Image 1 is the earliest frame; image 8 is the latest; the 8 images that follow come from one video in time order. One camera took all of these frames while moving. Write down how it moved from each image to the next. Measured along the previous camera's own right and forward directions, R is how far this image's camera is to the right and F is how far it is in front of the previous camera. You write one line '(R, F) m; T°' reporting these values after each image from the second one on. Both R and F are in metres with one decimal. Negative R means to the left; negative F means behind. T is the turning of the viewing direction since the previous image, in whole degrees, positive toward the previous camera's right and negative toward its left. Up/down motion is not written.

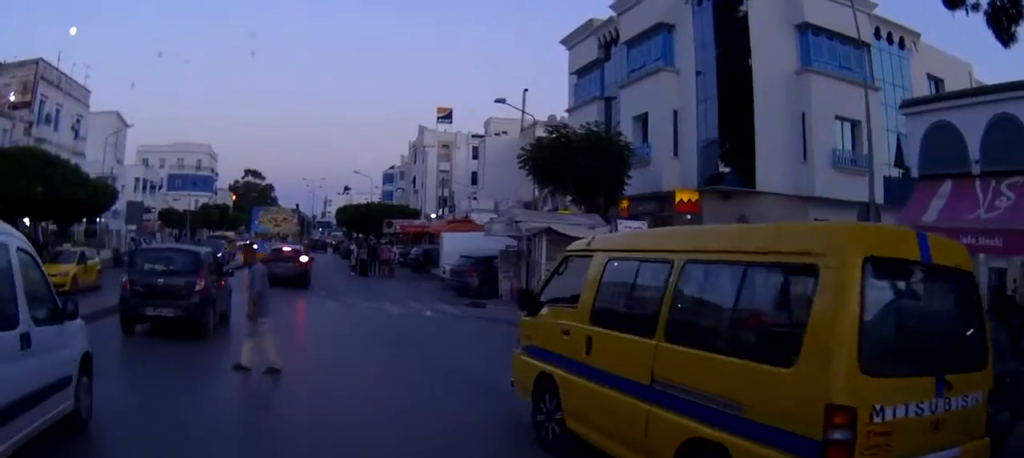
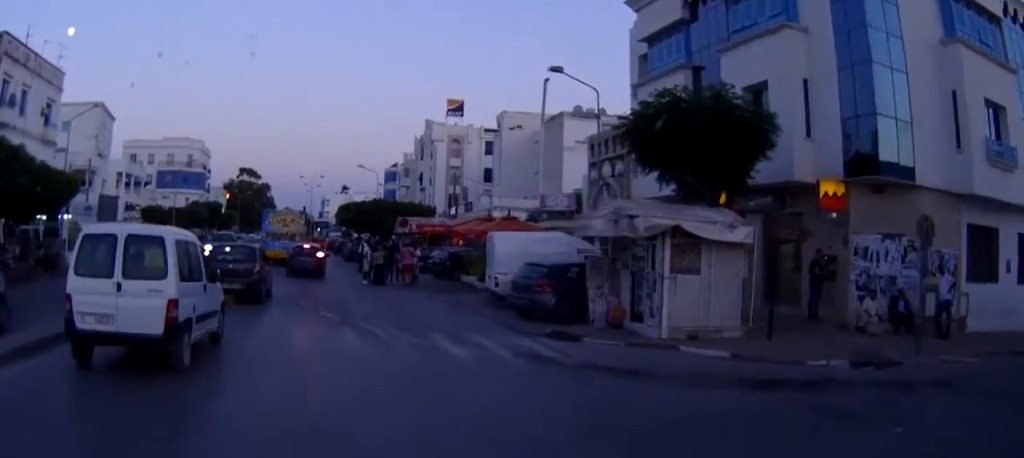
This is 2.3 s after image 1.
(+0.1, +7.4) m; +2°
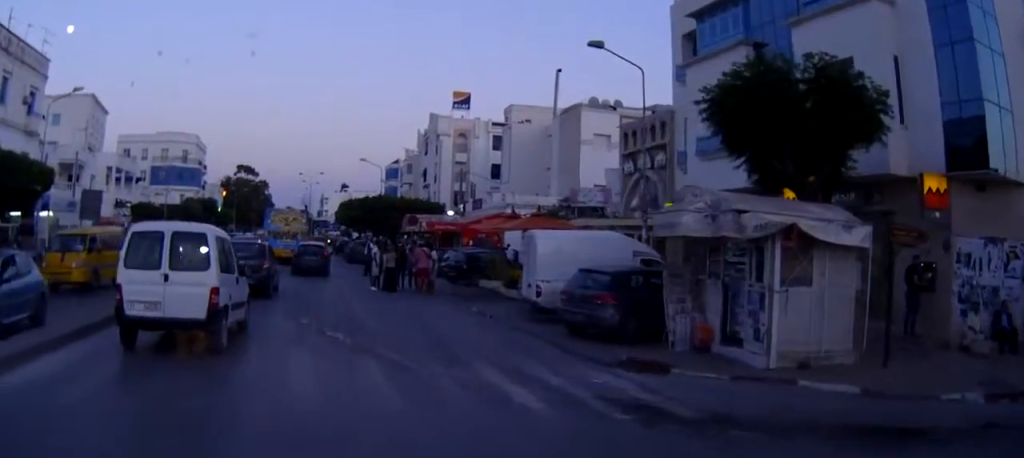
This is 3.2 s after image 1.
(+0.1, +3.5) m; 0°
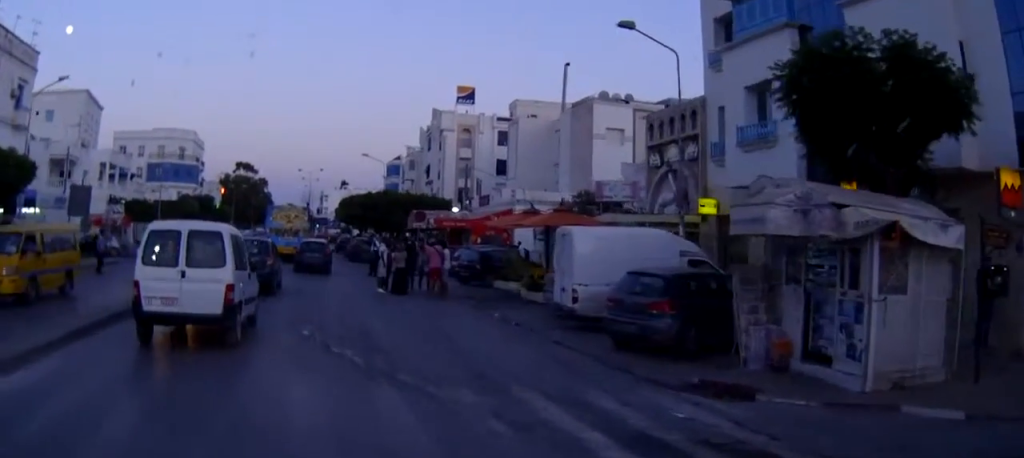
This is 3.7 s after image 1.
(0.0, +2.1) m; 0°
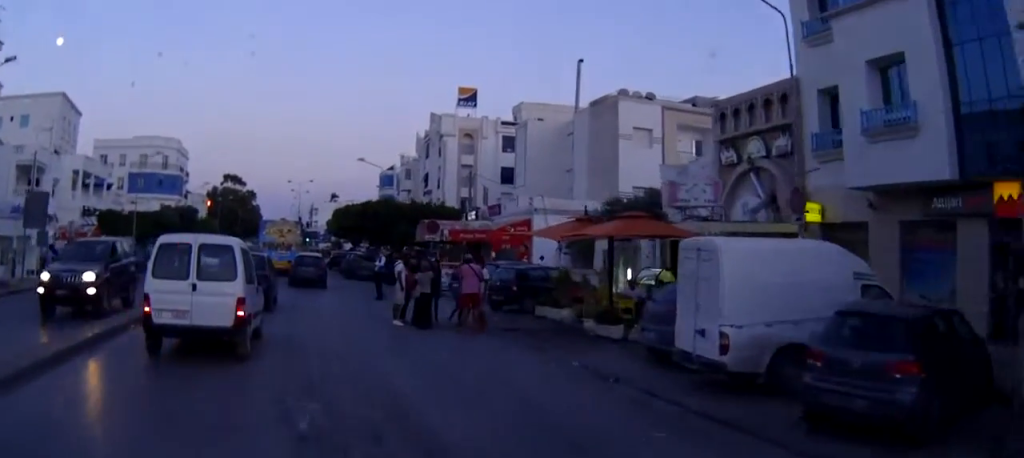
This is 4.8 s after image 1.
(-0.1, +5.6) m; +1°
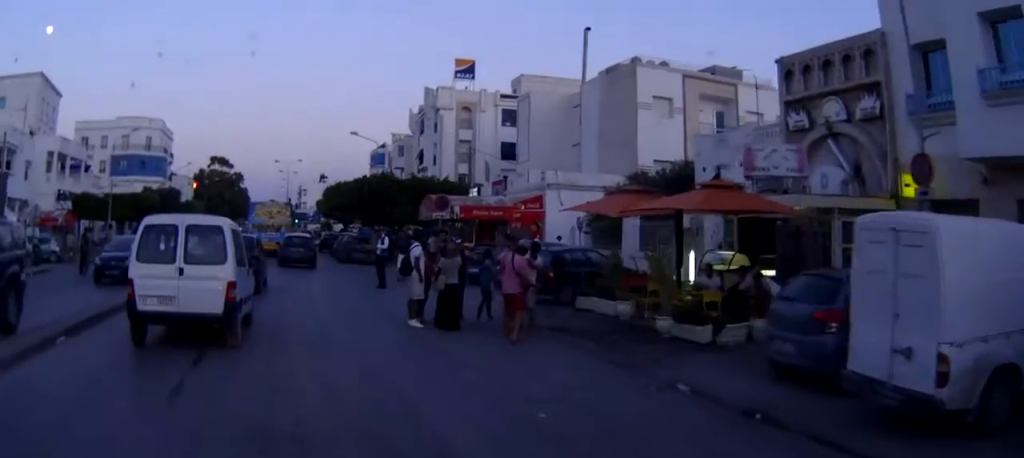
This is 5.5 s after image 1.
(+0.1, +4.0) m; +1°
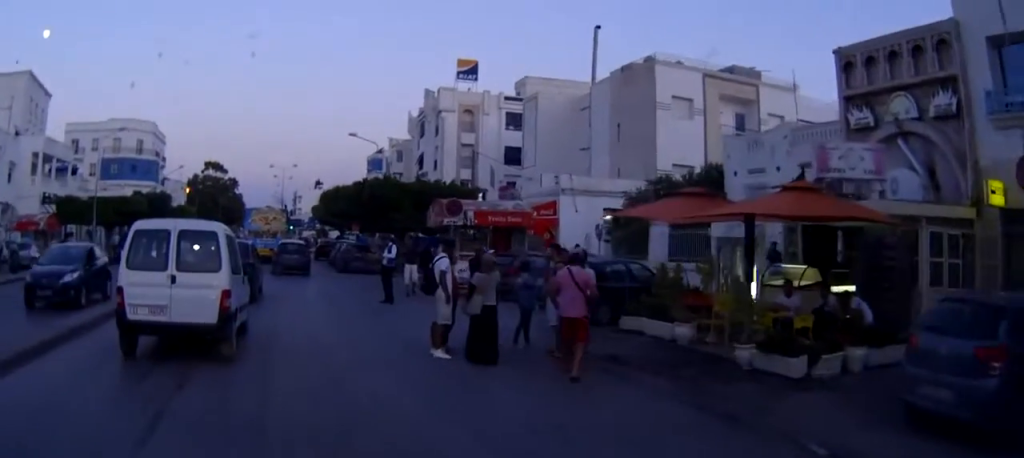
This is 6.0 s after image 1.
(0.0, +2.7) m; 0°
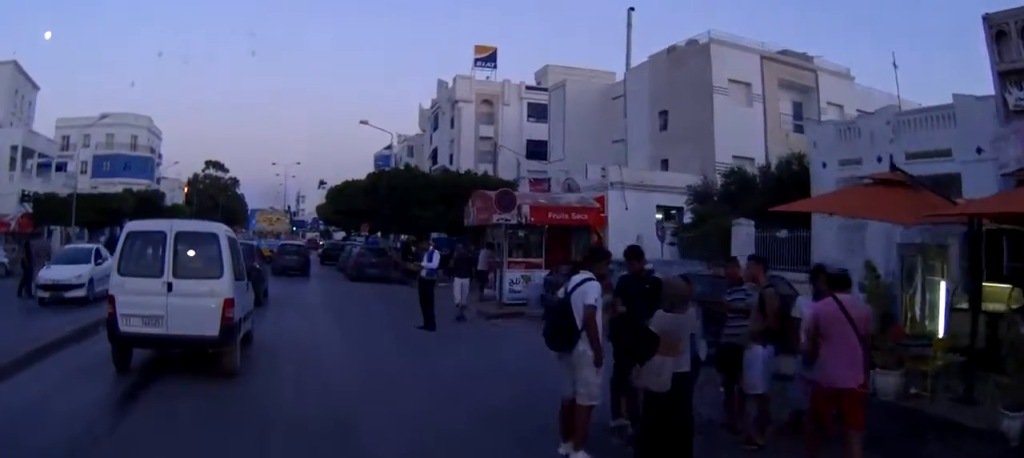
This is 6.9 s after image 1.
(0.0, +5.4) m; 0°
